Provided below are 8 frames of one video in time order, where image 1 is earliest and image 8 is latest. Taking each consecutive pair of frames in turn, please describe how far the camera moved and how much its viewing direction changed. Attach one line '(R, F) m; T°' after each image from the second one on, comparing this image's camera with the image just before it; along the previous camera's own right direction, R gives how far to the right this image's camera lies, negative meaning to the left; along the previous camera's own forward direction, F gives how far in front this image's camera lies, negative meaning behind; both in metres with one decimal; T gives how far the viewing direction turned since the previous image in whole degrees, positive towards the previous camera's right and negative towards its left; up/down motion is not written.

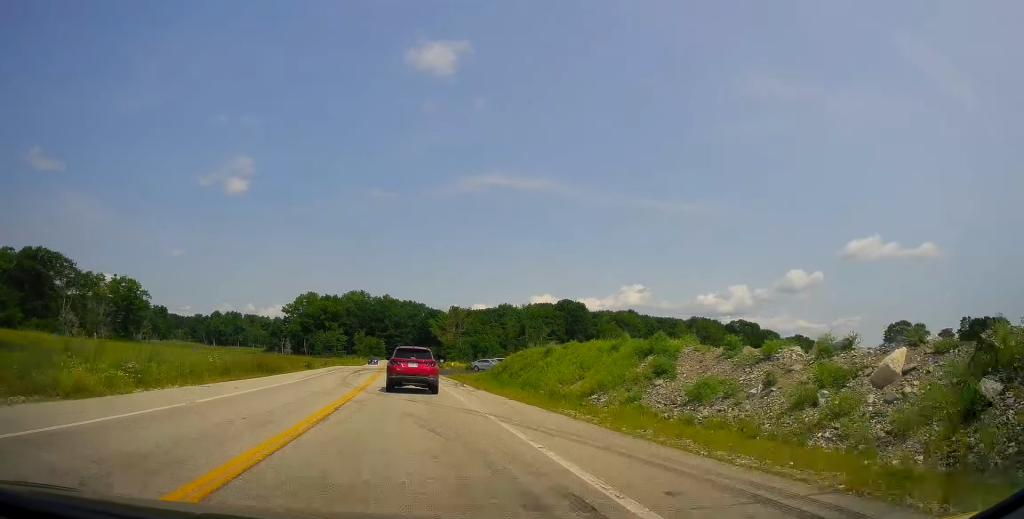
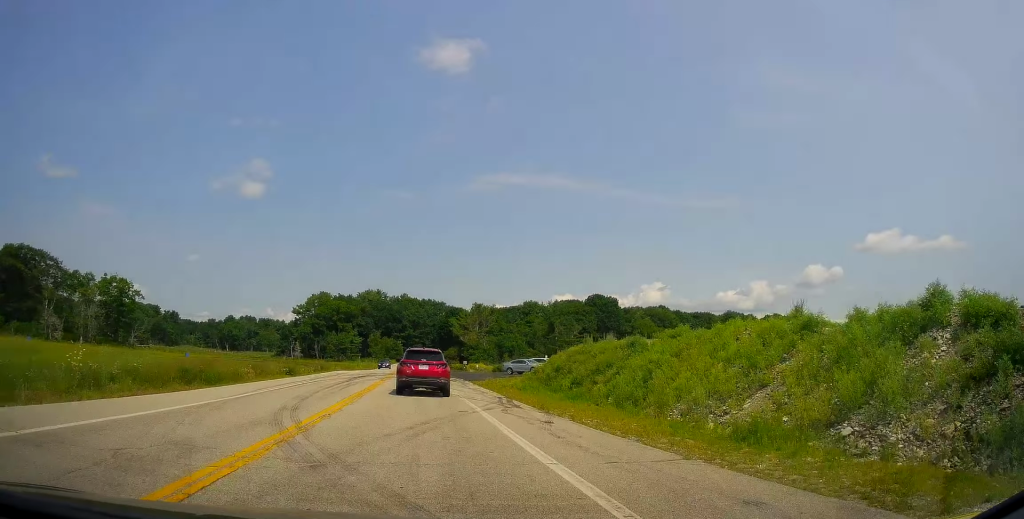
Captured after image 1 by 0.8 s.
(-0.2, +13.1) m; -2°
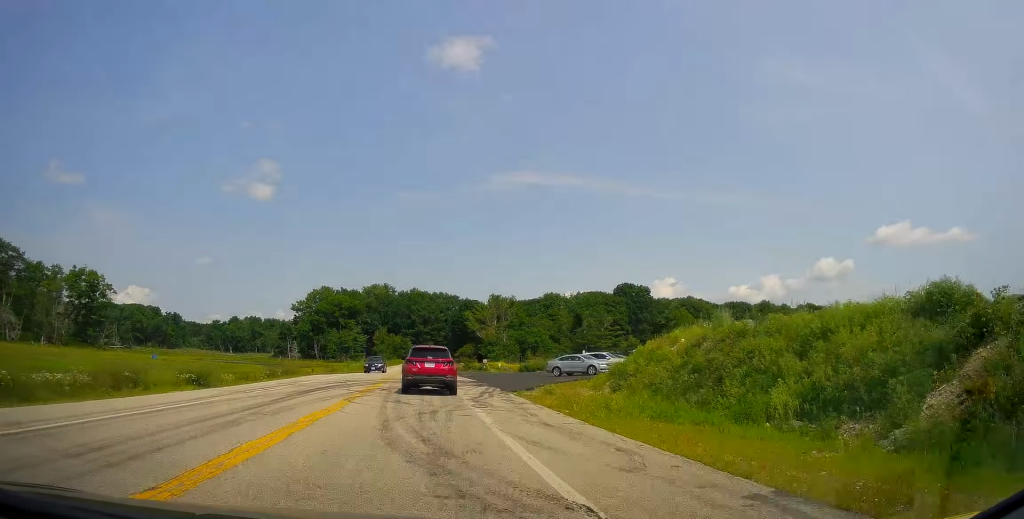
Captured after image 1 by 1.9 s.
(-0.5, +17.6) m; -1°
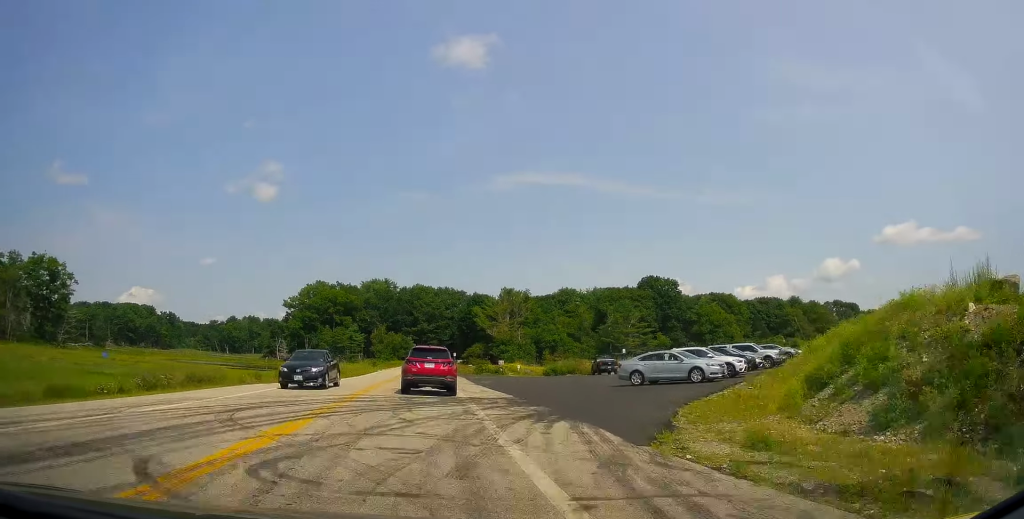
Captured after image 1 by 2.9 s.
(+0.2, +16.1) m; 0°
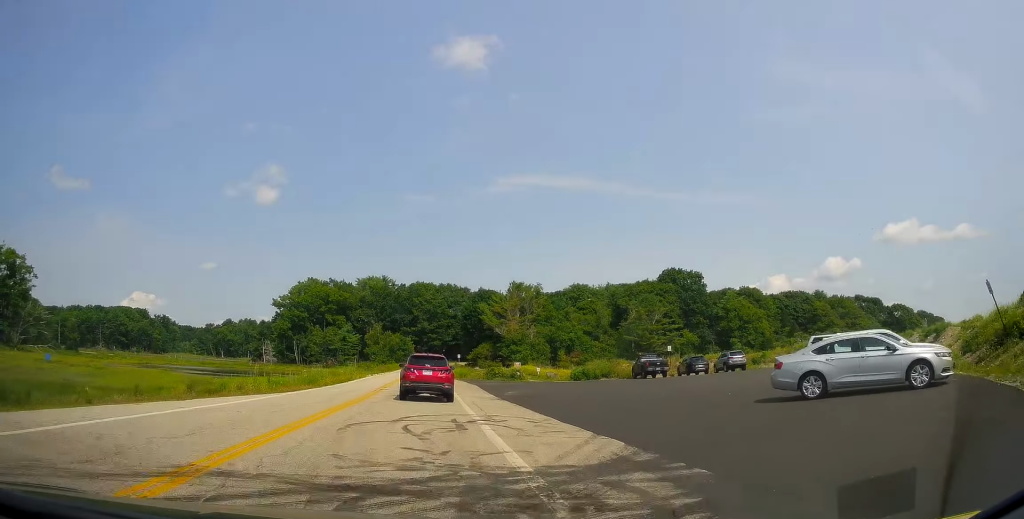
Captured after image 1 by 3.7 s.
(-0.1, +13.2) m; -1°
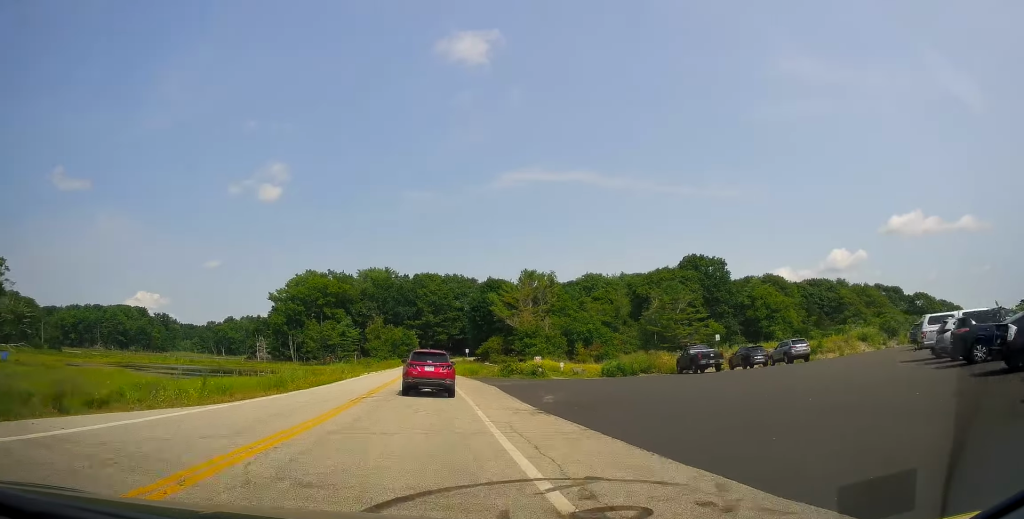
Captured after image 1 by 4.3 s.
(-0.1, +9.0) m; 0°
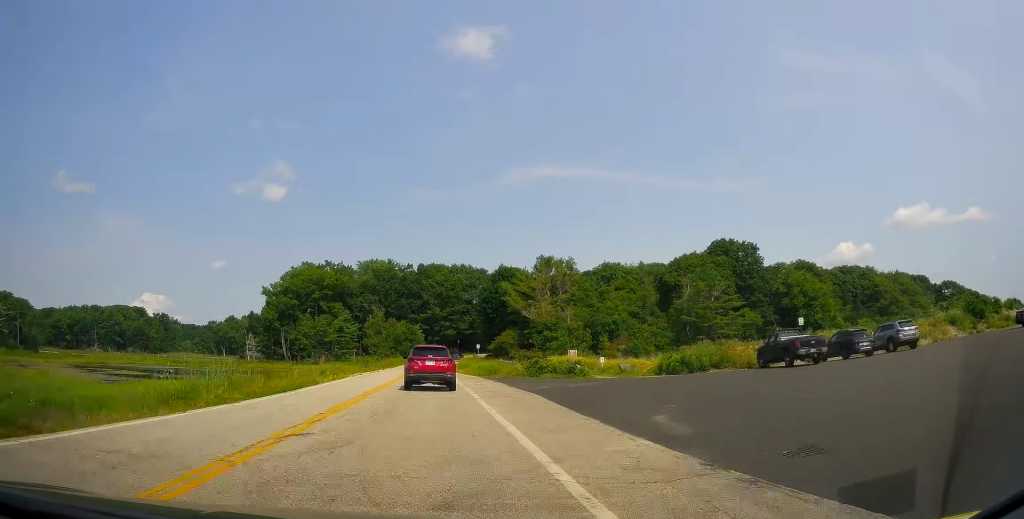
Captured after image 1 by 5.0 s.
(0.0, +11.3) m; 0°
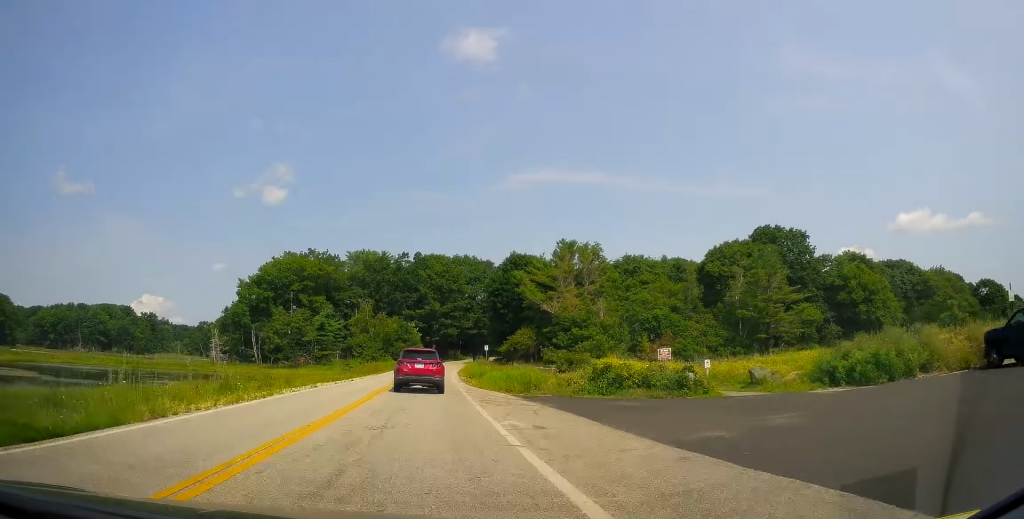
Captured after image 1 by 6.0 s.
(+0.1, +17.5) m; -1°
